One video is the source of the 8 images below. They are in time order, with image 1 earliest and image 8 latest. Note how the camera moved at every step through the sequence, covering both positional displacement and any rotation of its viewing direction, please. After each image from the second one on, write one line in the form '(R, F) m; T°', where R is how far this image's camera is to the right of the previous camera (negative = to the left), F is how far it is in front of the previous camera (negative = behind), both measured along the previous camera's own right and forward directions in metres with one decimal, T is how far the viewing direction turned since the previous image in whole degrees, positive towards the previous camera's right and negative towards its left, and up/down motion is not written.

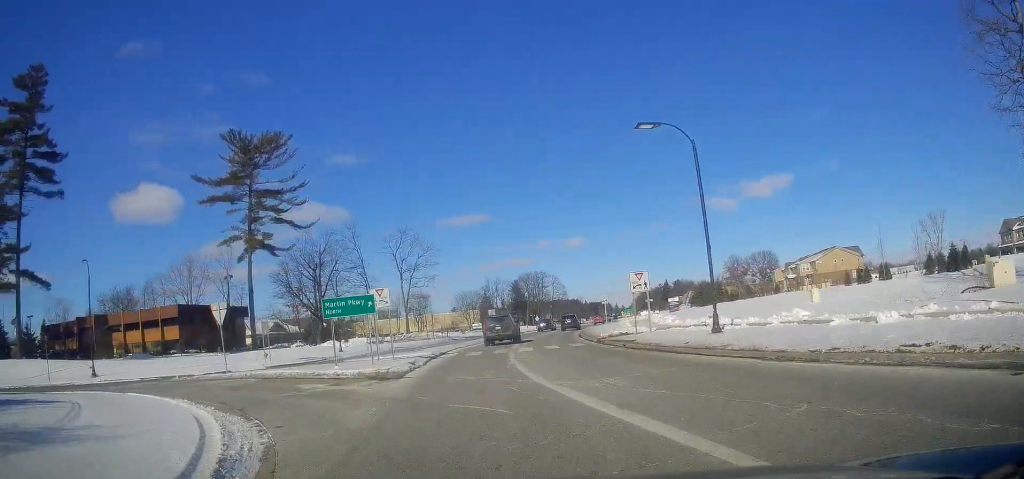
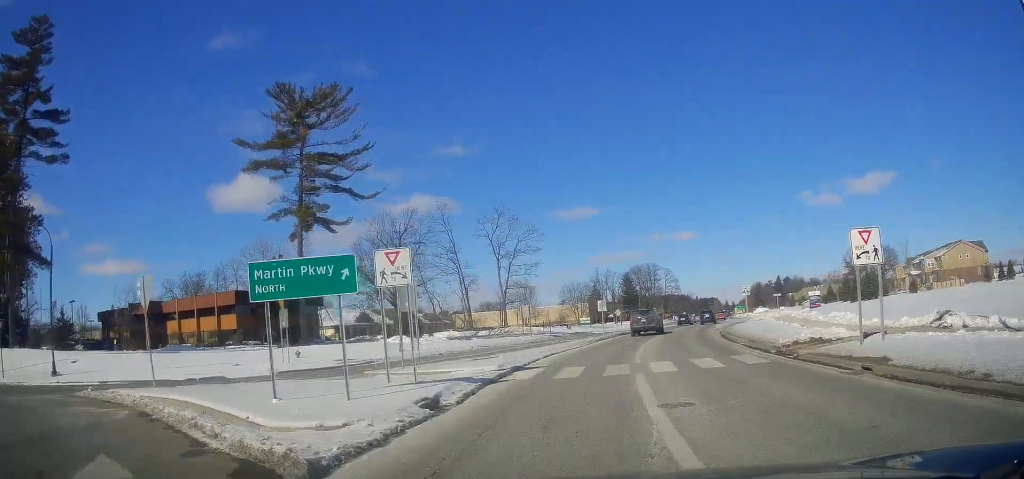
(-2.8, +13.4) m; -14°
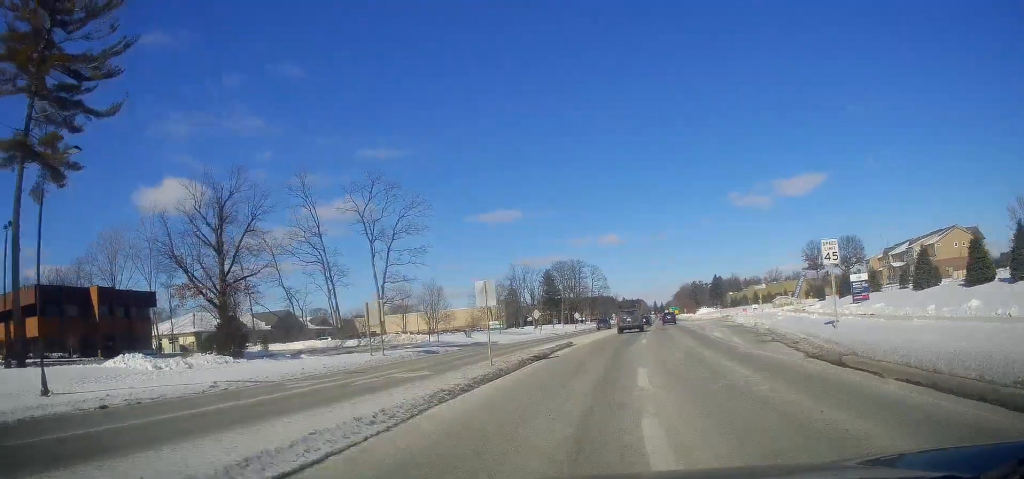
(-1.4, +30.2) m; +1°
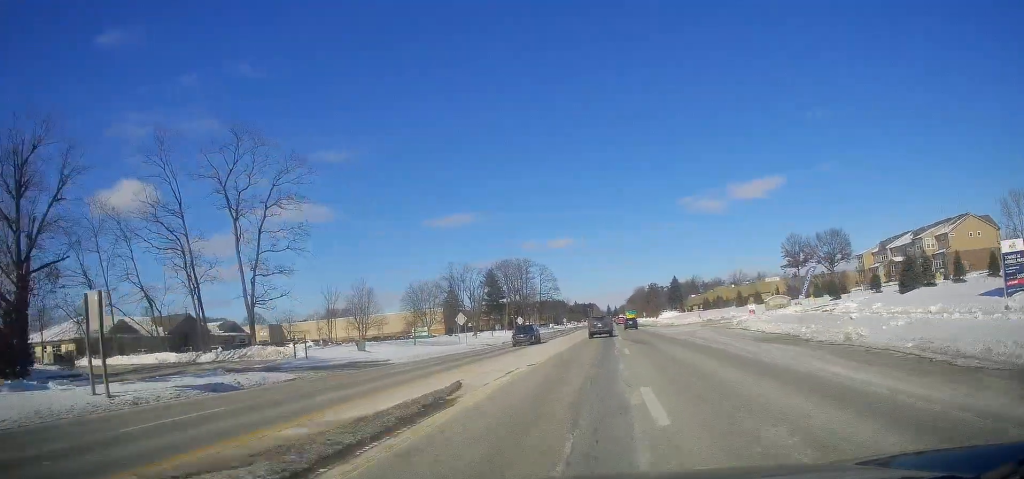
(+2.0, +23.0) m; +7°
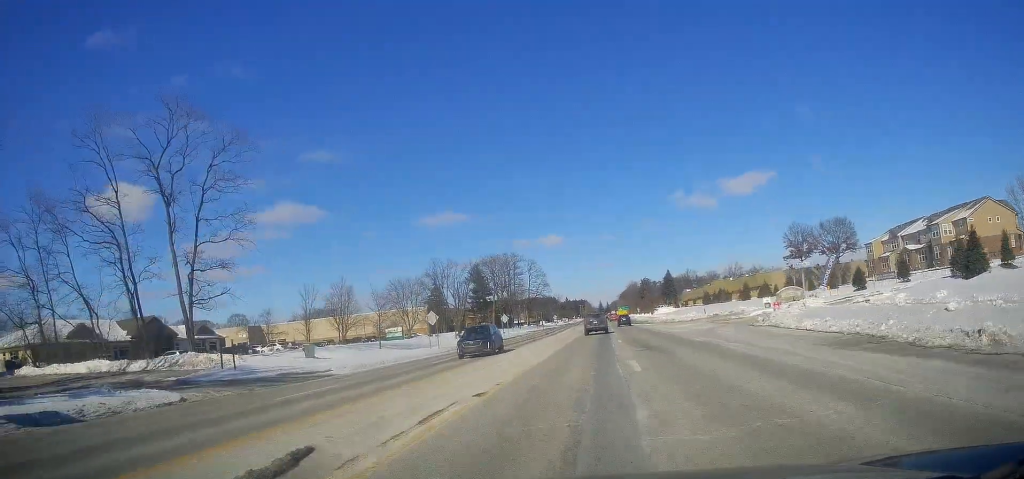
(+0.3, +9.3) m; +1°
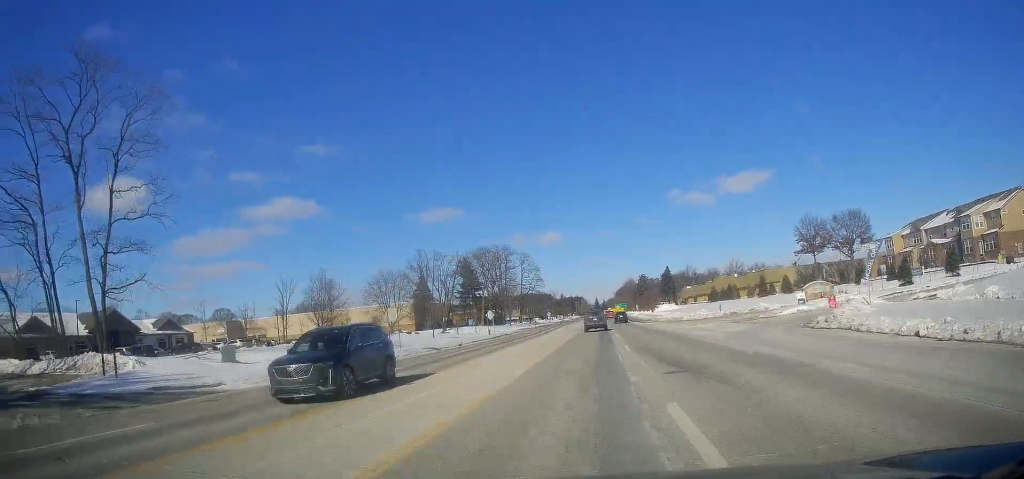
(+0.2, +10.6) m; +1°
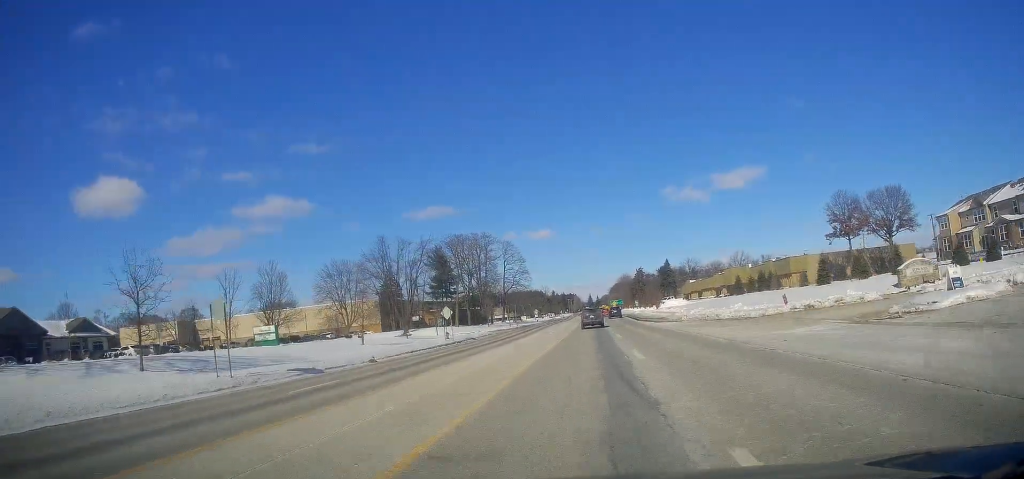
(+0.1, +22.2) m; 0°
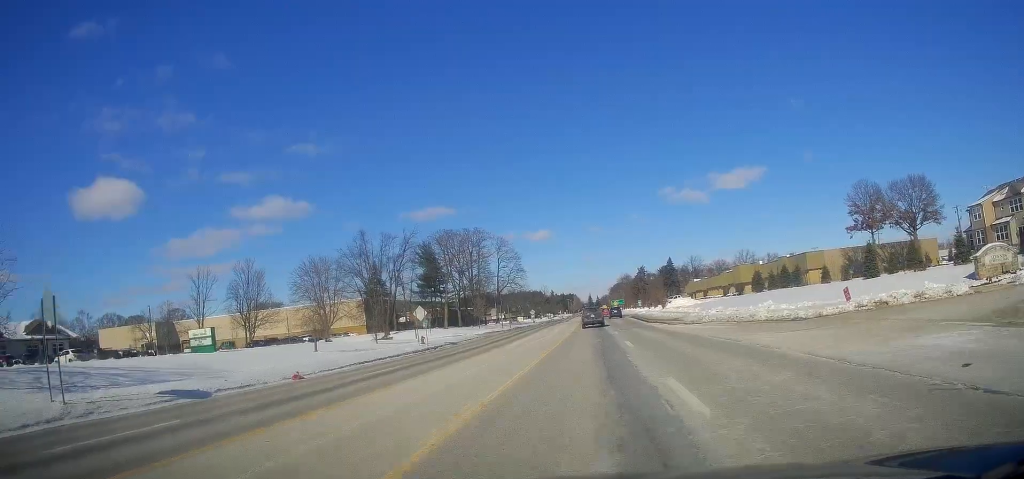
(0.0, +9.7) m; 0°
